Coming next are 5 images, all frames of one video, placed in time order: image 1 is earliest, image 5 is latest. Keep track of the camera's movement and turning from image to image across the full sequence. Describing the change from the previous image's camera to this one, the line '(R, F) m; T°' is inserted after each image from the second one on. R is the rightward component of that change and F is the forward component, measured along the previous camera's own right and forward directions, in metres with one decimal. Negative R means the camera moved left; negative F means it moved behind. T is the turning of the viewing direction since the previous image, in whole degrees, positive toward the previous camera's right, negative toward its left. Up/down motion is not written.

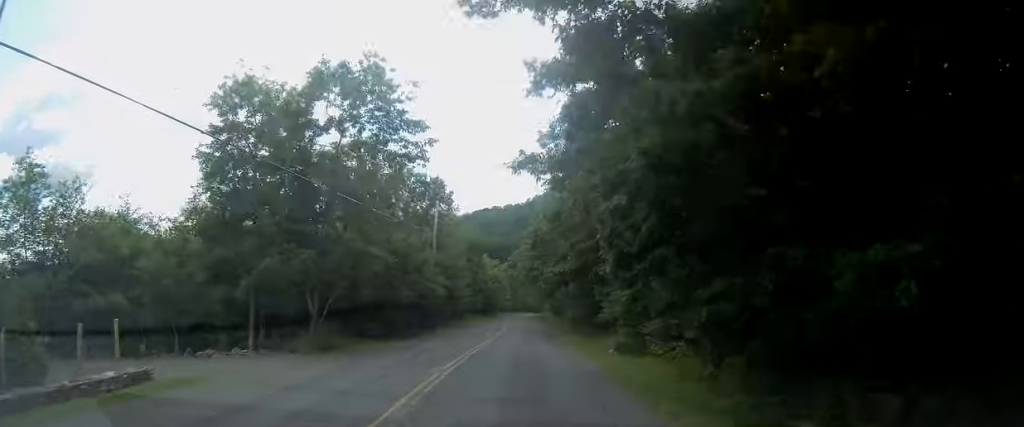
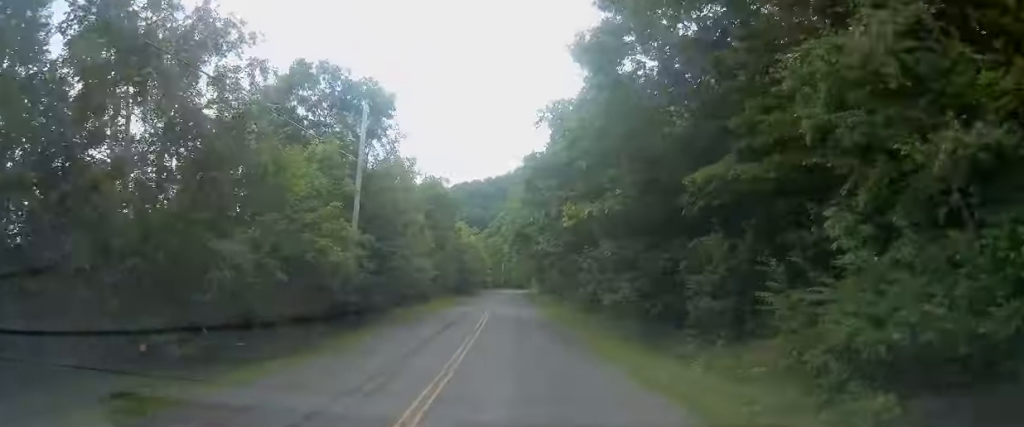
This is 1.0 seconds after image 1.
(+1.0, +20.3) m; +3°
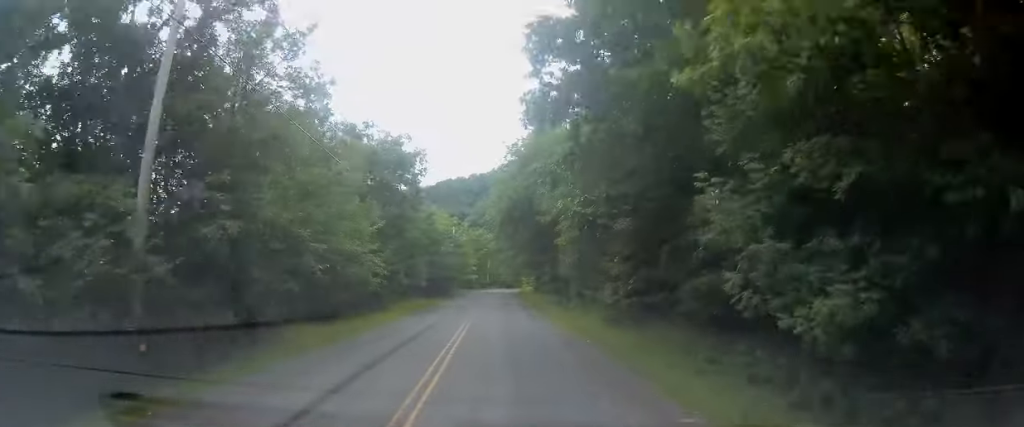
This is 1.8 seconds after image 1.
(0.0, +16.3) m; +1°
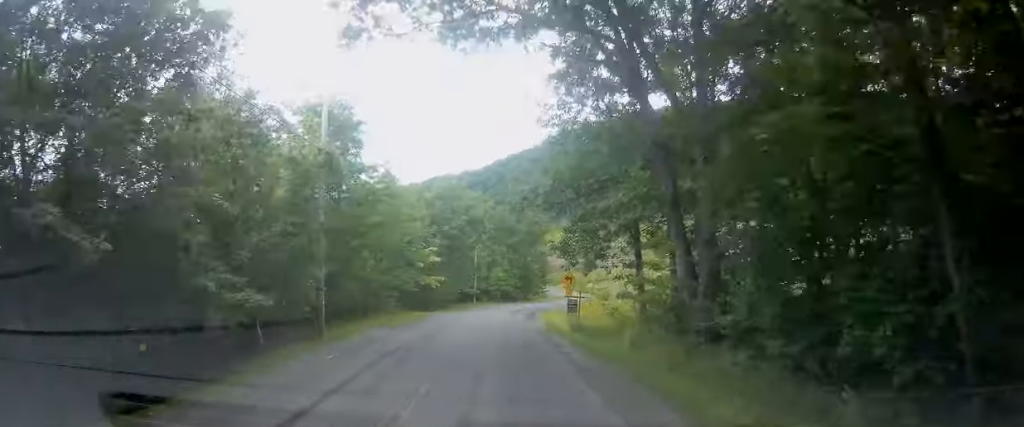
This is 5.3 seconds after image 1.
(+0.9, +71.6) m; +1°
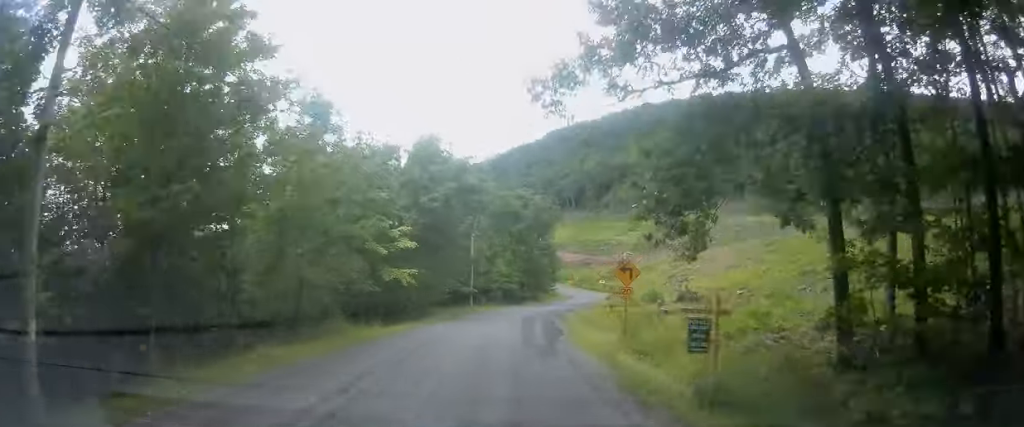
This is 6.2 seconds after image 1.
(0.0, +16.8) m; 0°
